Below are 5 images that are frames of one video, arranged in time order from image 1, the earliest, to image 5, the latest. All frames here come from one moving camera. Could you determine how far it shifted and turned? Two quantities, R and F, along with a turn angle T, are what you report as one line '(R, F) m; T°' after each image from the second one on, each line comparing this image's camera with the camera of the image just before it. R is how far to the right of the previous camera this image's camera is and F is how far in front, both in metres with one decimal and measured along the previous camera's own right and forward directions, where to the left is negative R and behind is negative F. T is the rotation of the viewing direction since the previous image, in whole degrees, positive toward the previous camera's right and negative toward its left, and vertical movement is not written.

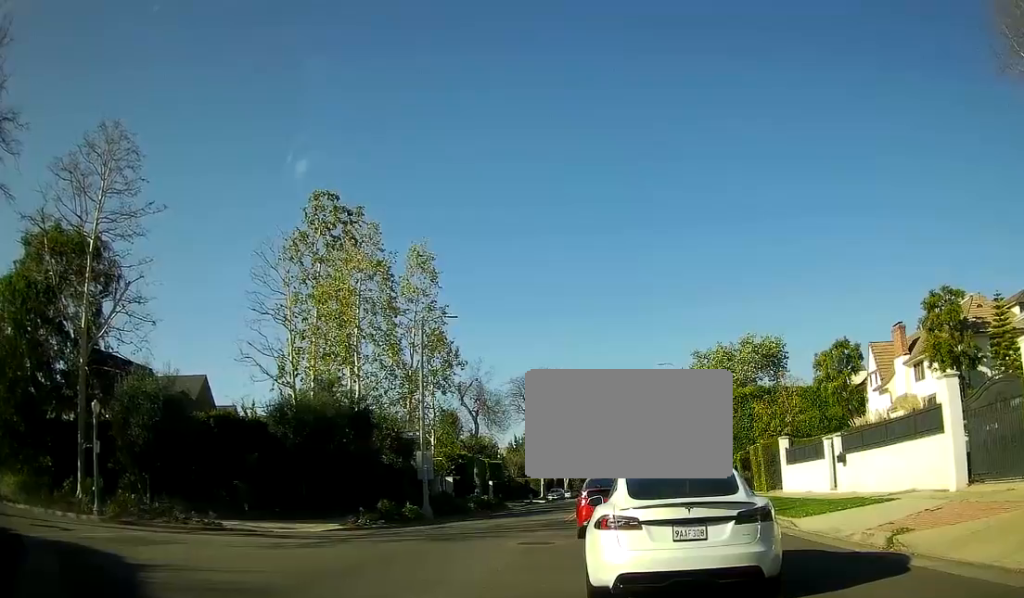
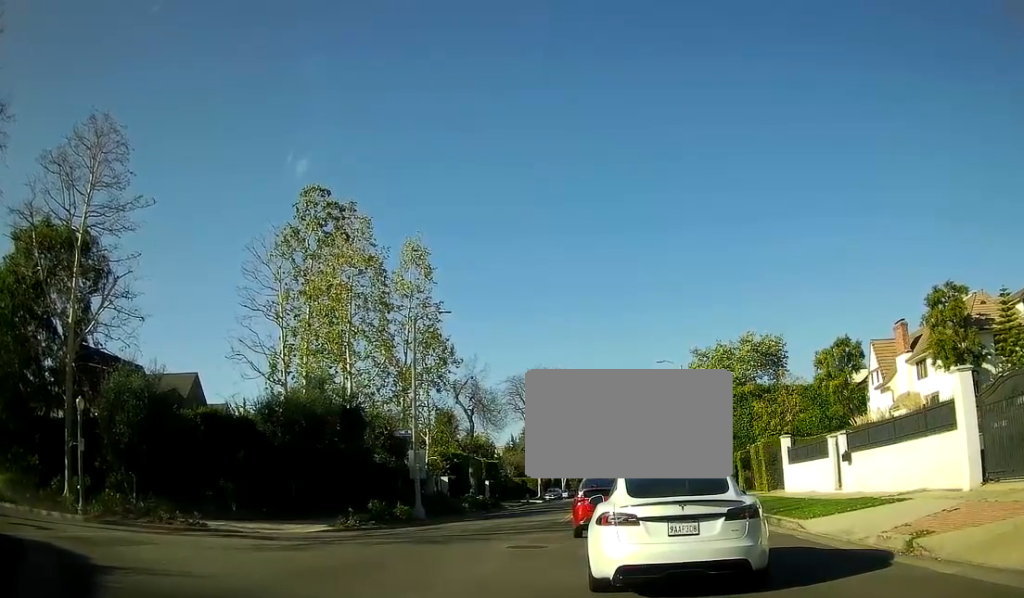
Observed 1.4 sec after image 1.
(0.0, 0.0) m; 0°
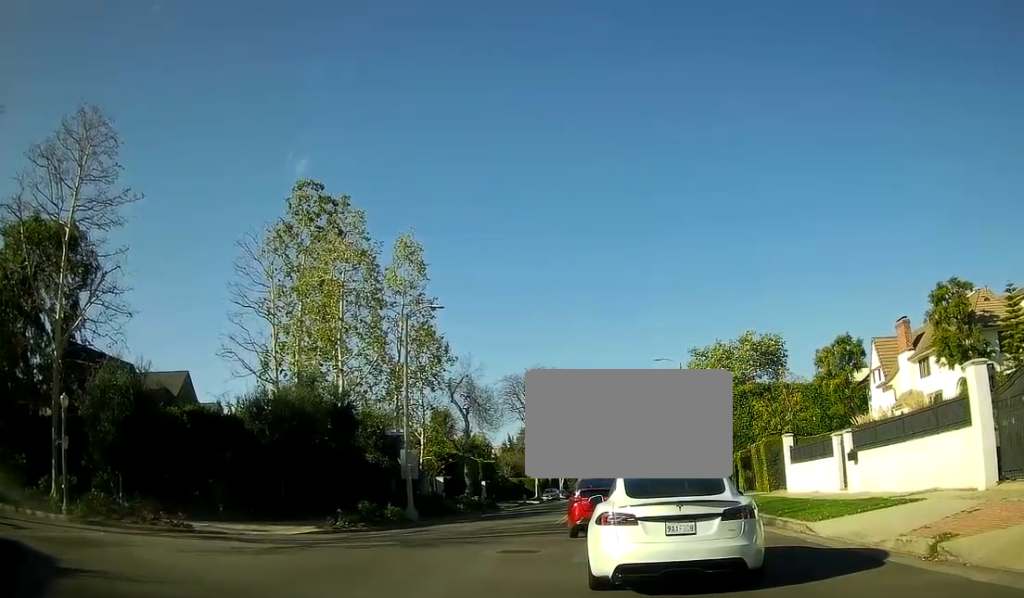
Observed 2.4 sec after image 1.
(0.0, +0.2) m; 0°
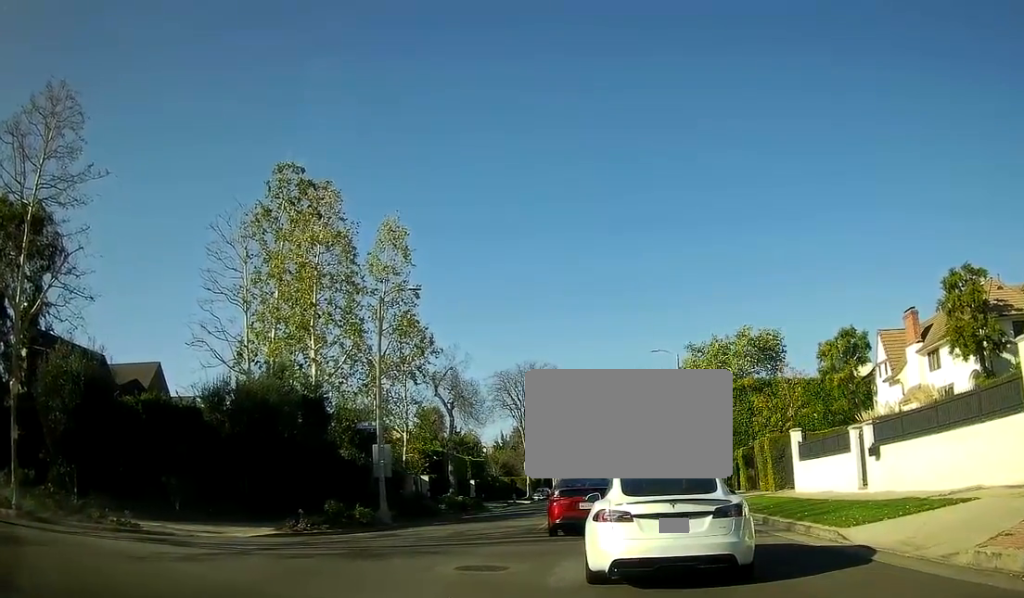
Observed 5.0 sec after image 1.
(0.0, +2.6) m; 0°
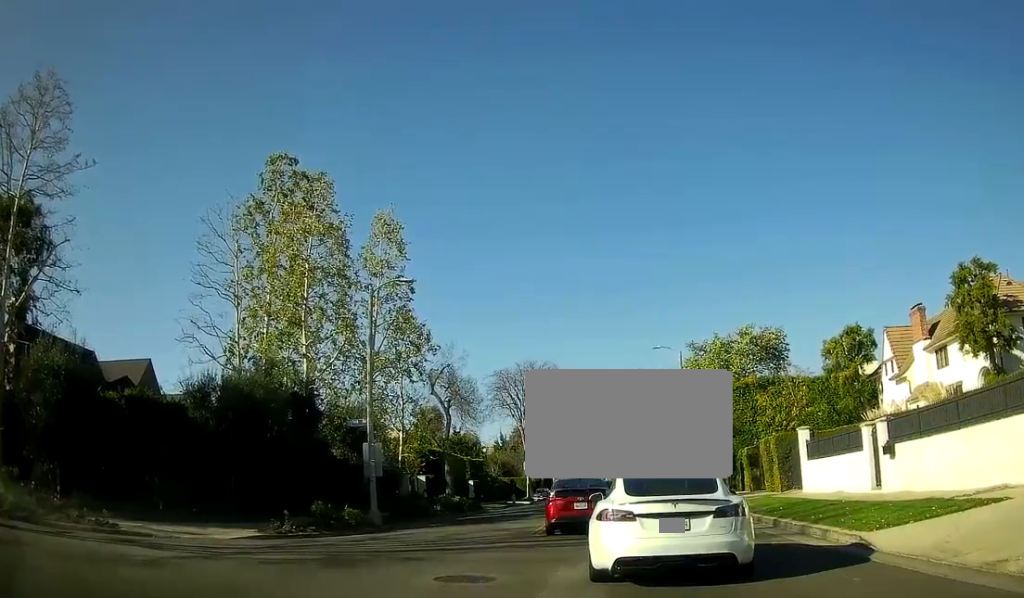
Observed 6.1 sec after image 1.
(0.0, +1.8) m; 0°
